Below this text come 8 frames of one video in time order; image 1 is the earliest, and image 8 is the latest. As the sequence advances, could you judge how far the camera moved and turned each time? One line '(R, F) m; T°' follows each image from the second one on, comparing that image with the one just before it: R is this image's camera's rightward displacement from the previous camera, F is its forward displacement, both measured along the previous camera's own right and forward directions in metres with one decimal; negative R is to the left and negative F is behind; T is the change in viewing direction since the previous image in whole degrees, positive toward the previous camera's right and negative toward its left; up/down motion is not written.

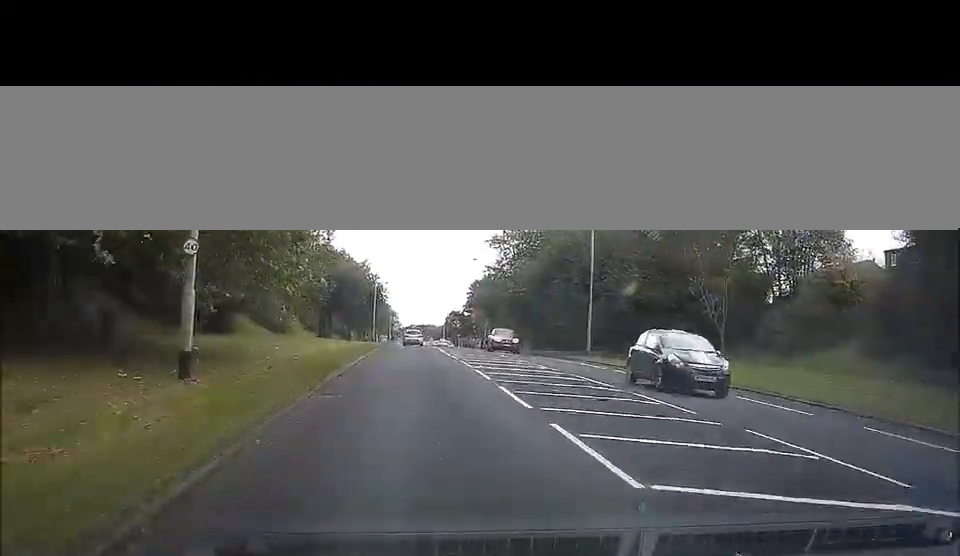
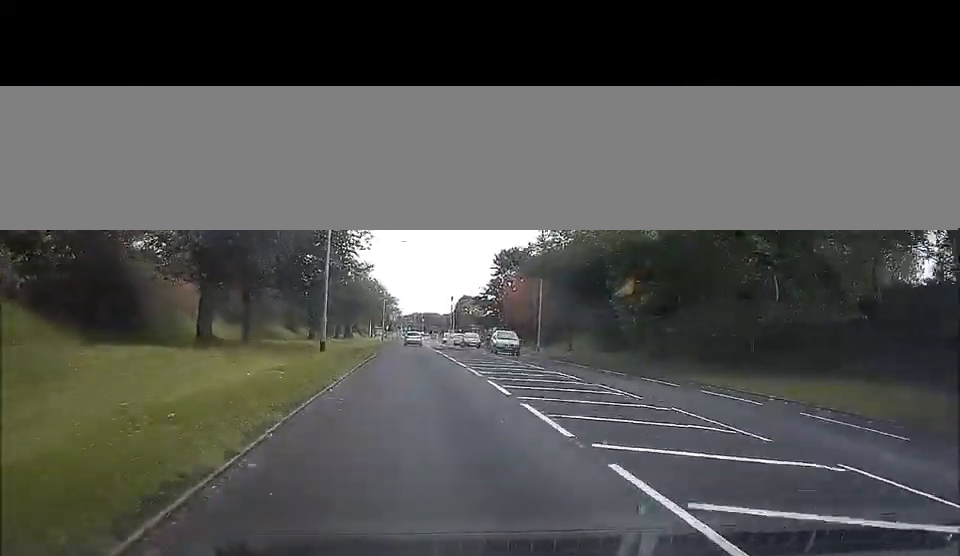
(+0.7, +44.1) m; +2°
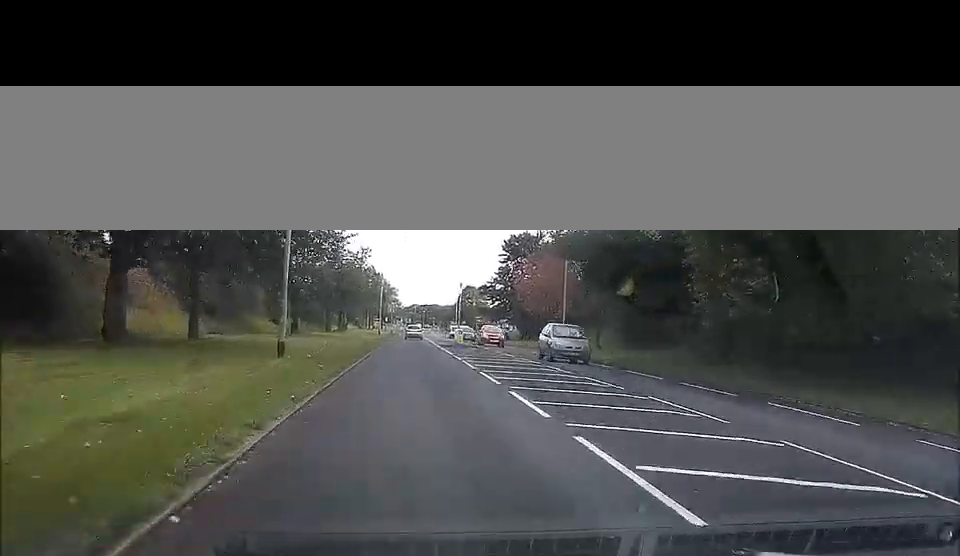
(+0.7, +10.3) m; 0°
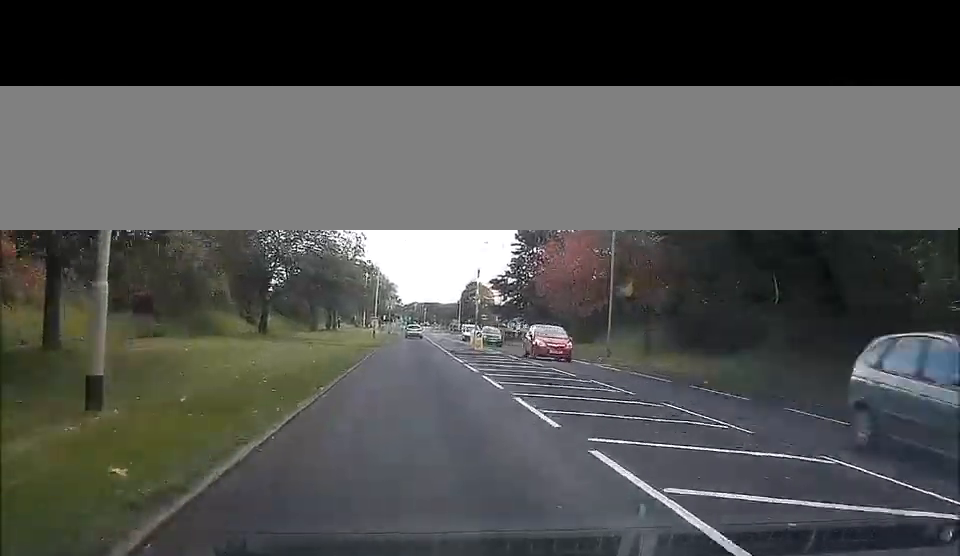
(-0.4, +12.8) m; -1°
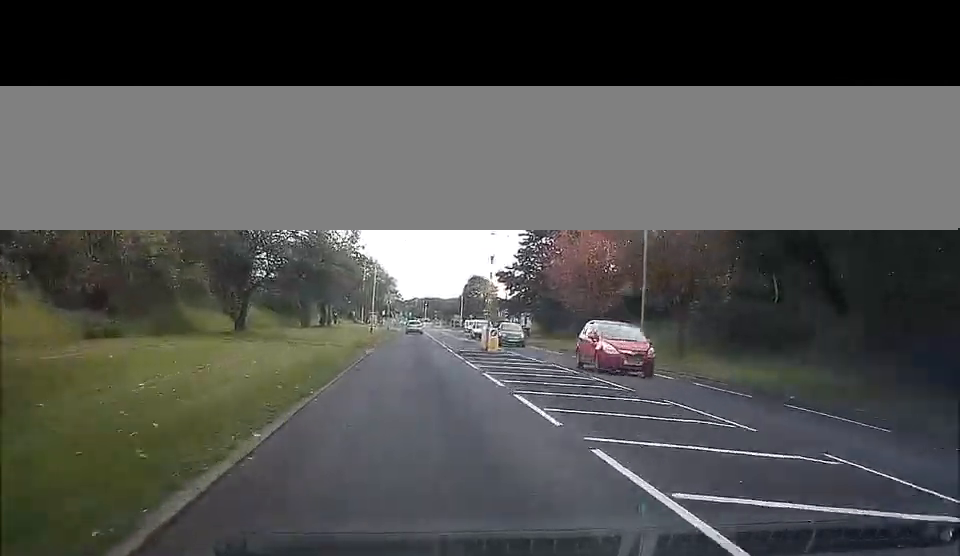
(-0.2, +6.1) m; -1°
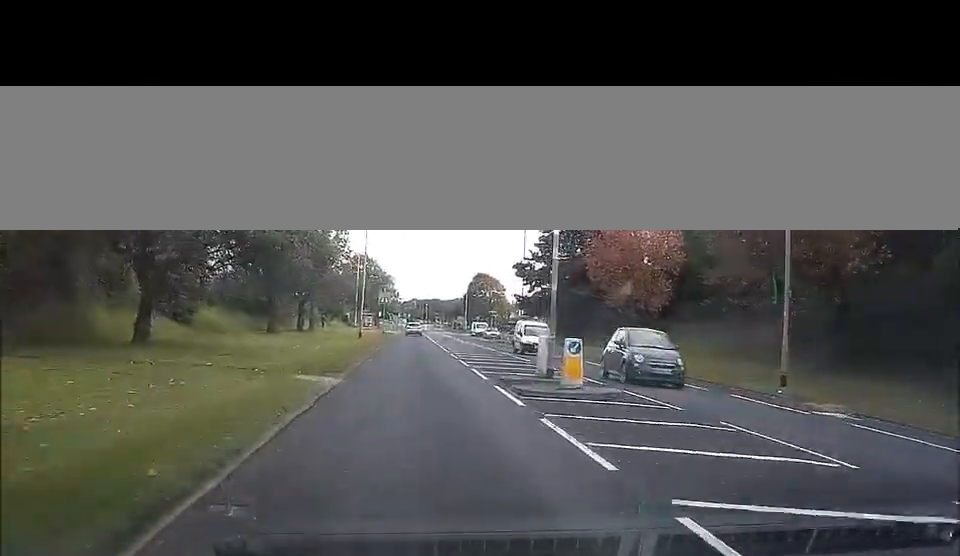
(+0.3, +14.9) m; +1°
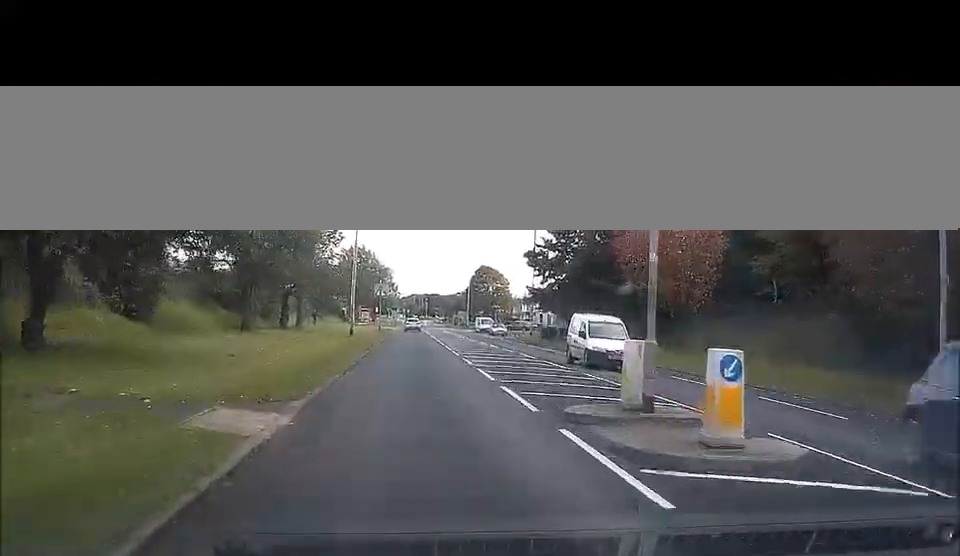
(-0.1, +7.7) m; 0°
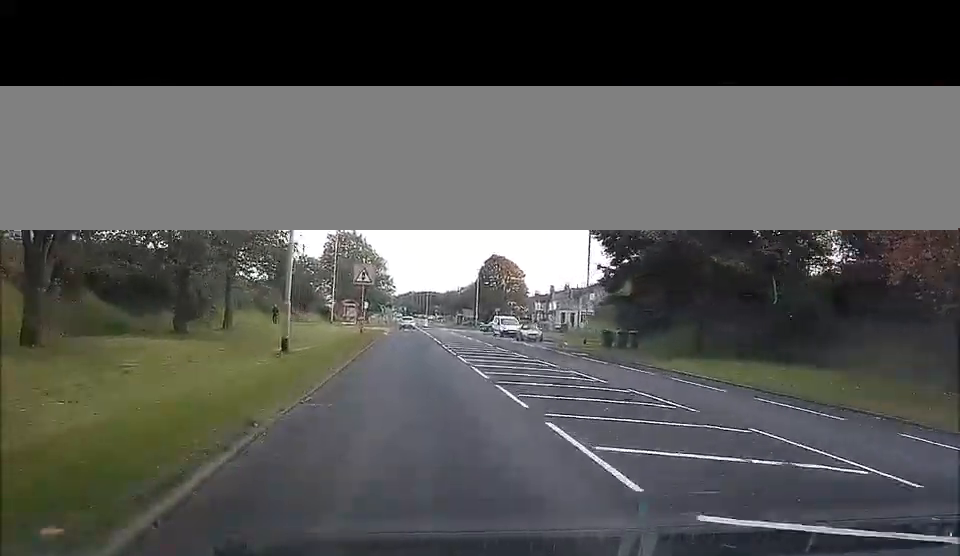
(0.0, +24.4) m; +1°
